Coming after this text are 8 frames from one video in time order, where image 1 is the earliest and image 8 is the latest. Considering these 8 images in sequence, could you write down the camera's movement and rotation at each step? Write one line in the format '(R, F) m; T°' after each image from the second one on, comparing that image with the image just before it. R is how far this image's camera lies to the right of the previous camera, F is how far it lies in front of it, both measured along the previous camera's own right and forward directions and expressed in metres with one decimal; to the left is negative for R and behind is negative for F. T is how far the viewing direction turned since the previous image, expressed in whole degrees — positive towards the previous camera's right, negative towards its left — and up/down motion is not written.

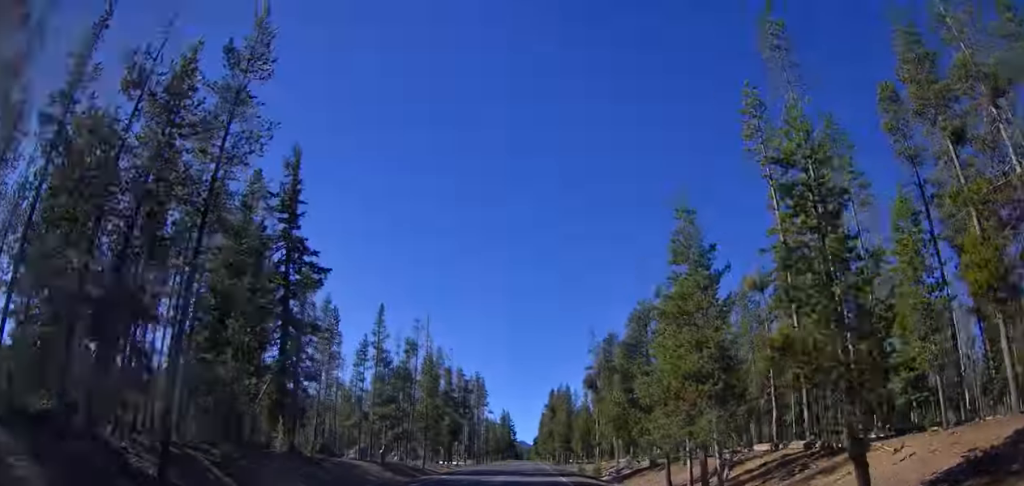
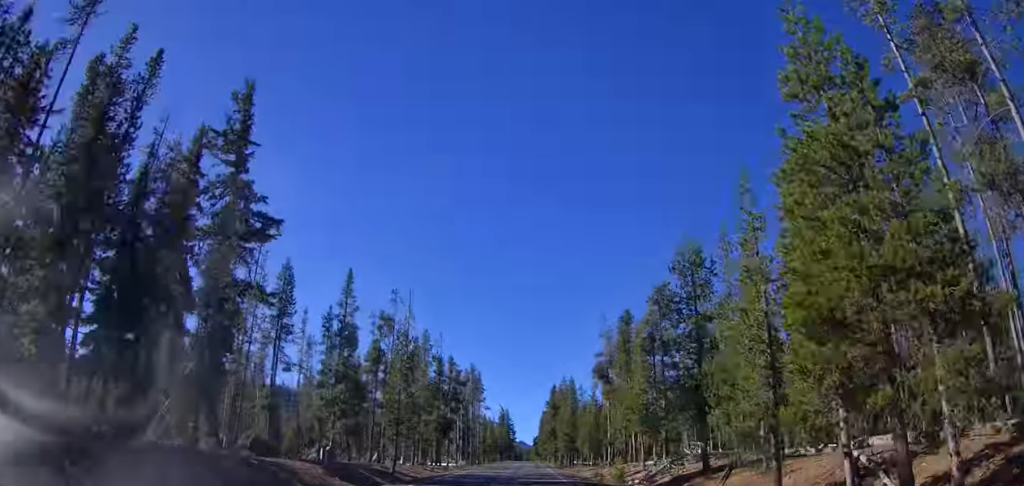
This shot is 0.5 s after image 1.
(-0.1, +10.2) m; +1°
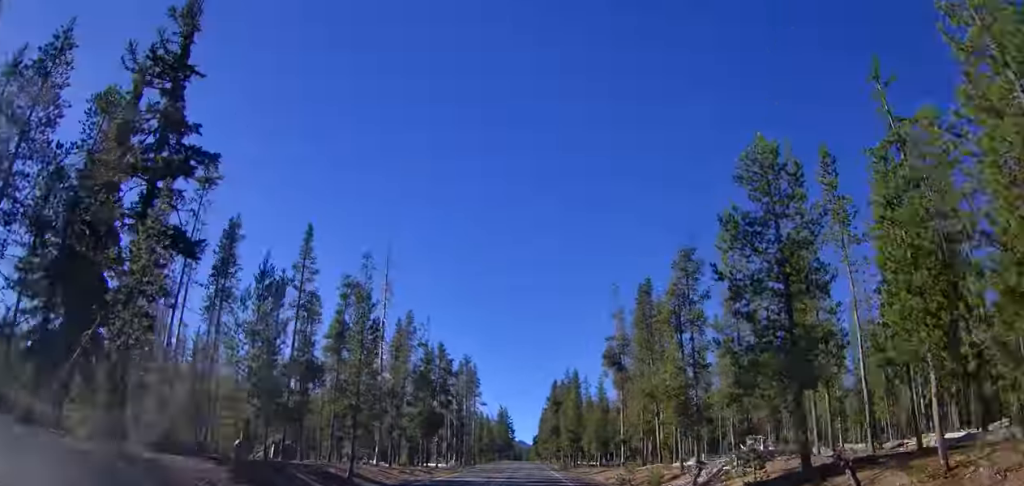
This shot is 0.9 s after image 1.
(+0.4, +8.8) m; +1°
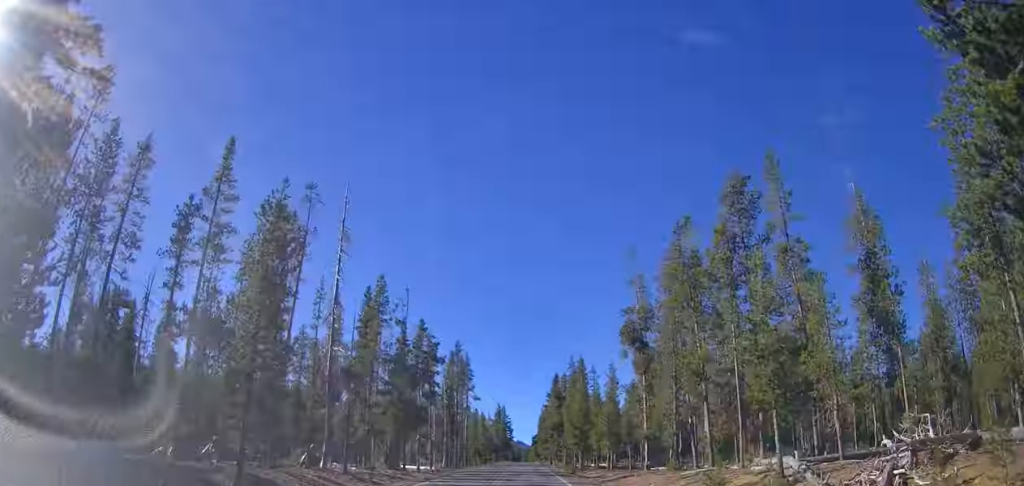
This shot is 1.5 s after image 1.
(+0.2, +10.8) m; +1°
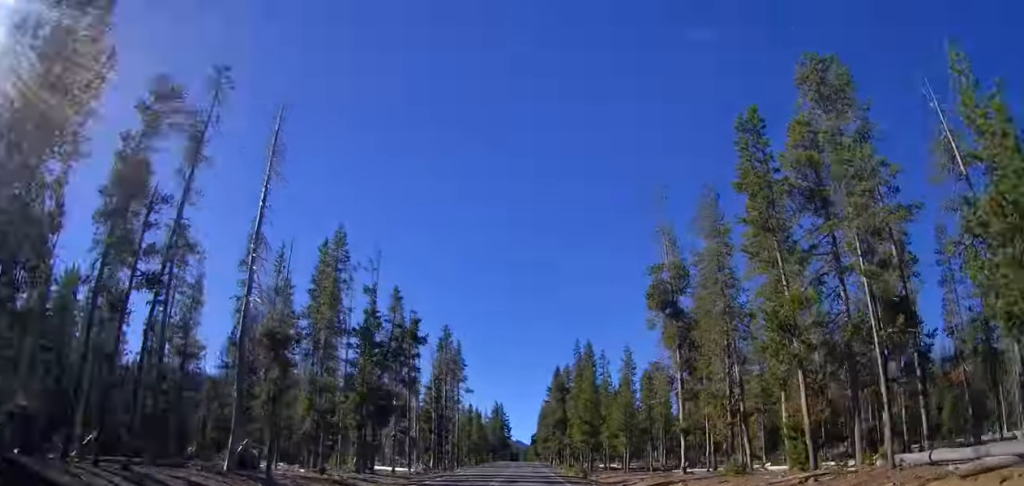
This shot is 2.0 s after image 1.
(+0.1, +10.2) m; -1°
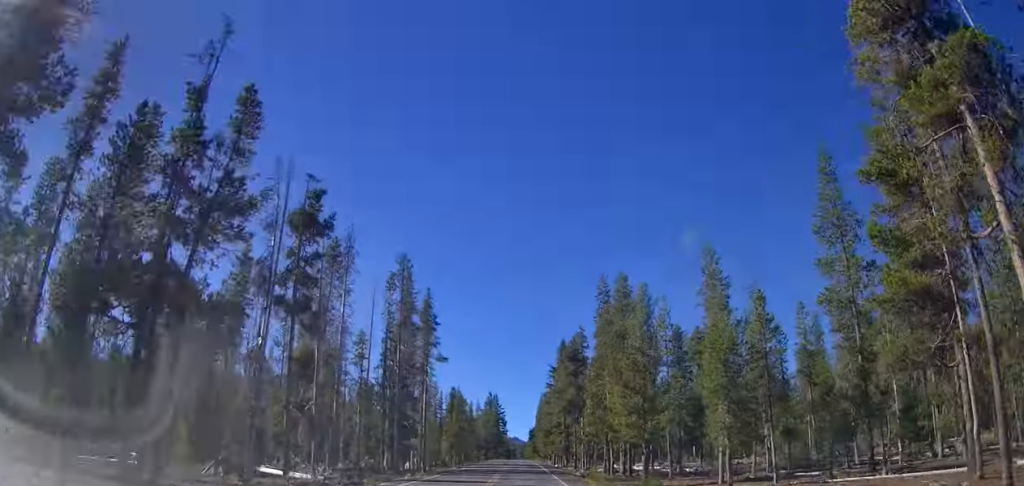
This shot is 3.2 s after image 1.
(-0.5, +24.6) m; -5°
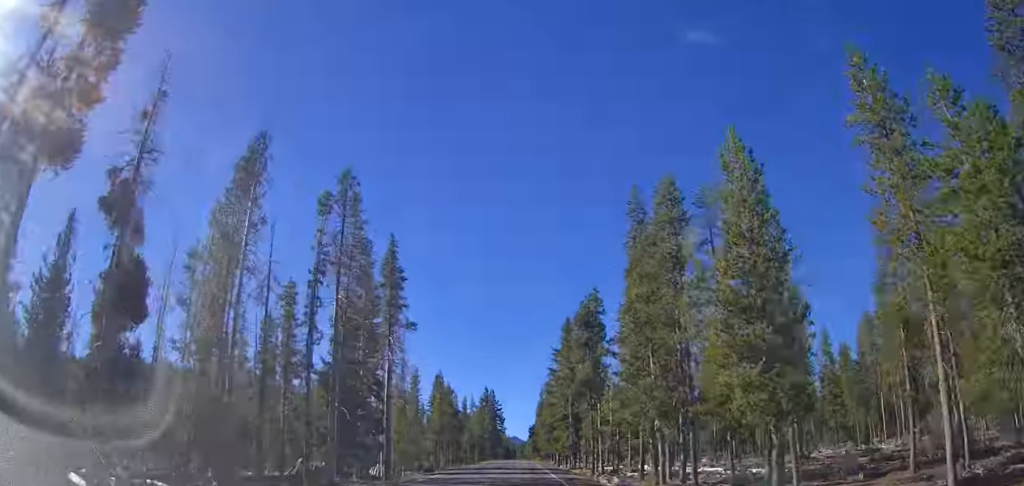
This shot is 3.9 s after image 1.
(-0.8, +16.1) m; -3°
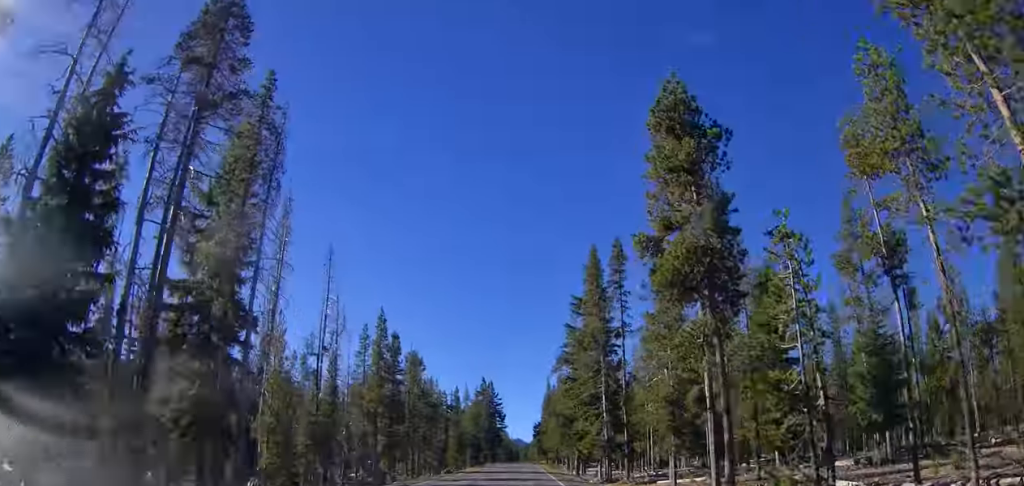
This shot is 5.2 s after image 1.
(-0.8, +29.9) m; +1°
